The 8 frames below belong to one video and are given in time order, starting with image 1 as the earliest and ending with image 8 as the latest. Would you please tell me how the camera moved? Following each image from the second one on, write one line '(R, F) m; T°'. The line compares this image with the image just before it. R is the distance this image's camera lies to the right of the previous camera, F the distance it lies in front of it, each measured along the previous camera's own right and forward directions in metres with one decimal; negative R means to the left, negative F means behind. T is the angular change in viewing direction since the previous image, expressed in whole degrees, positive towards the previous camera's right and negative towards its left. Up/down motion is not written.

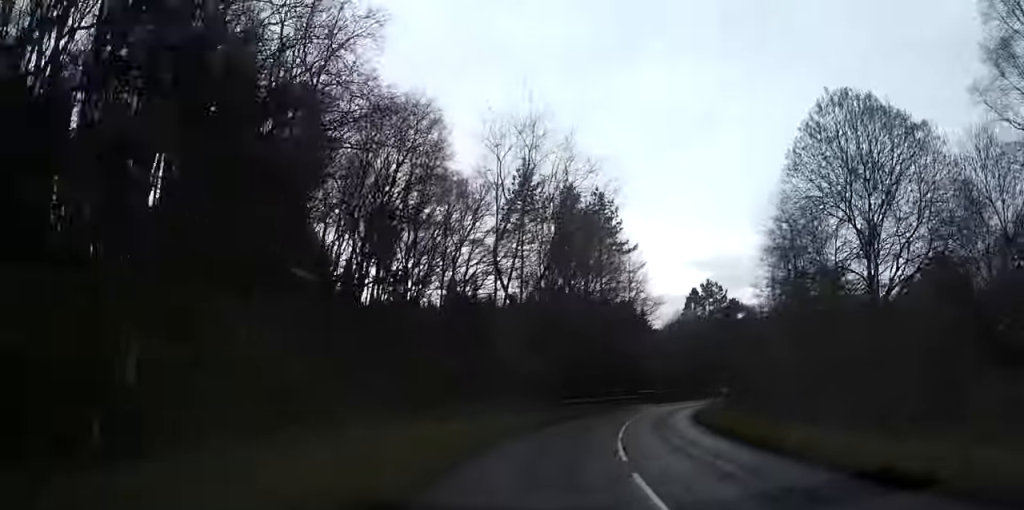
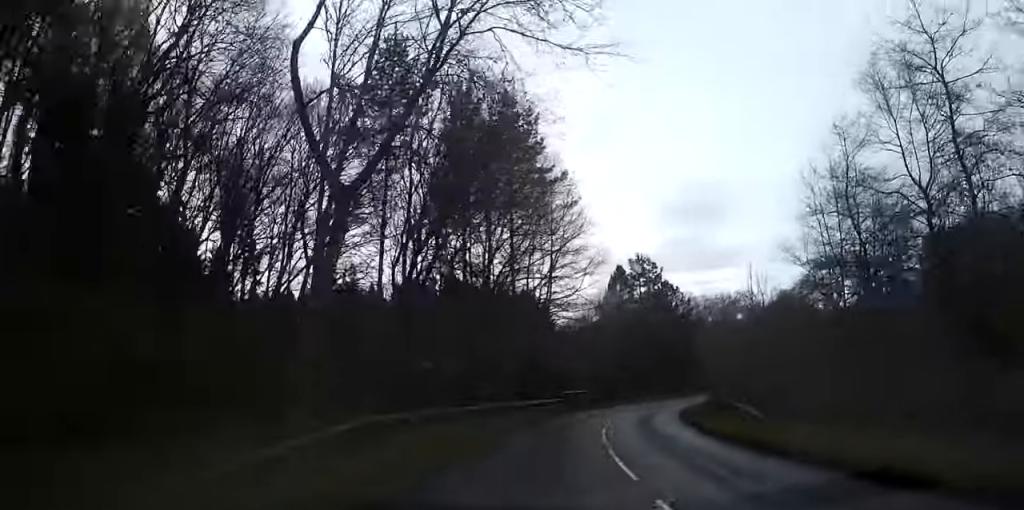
(+1.5, +20.4) m; +11°
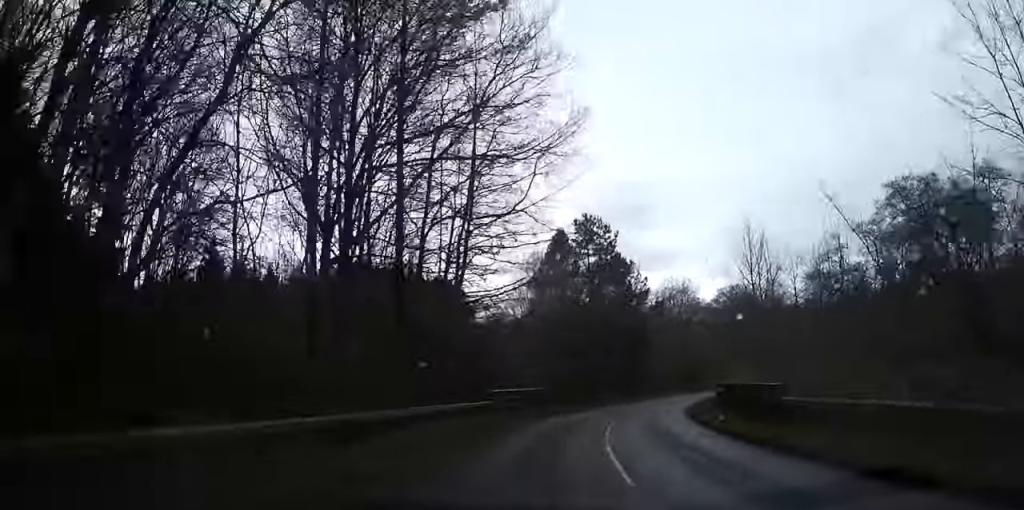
(+2.1, +18.3) m; +8°
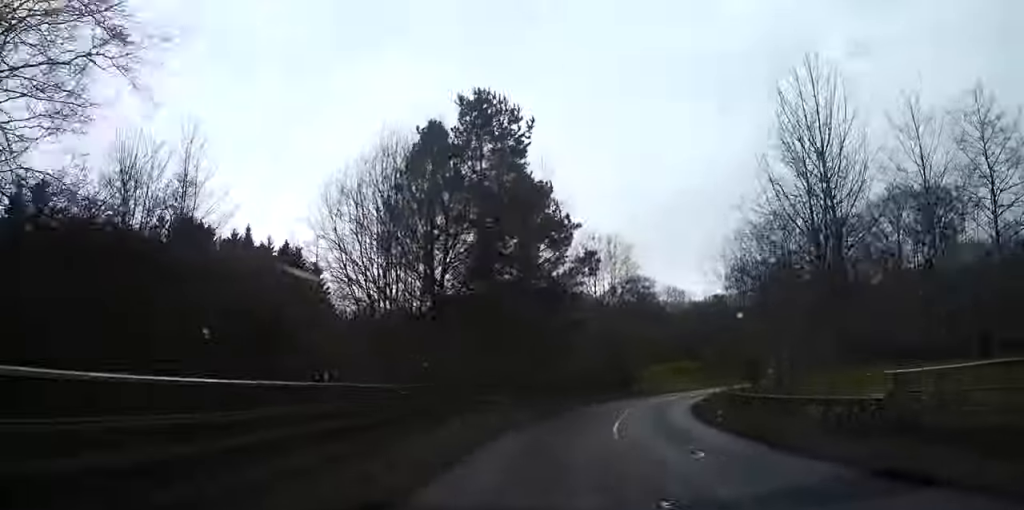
(+1.2, +26.3) m; +3°
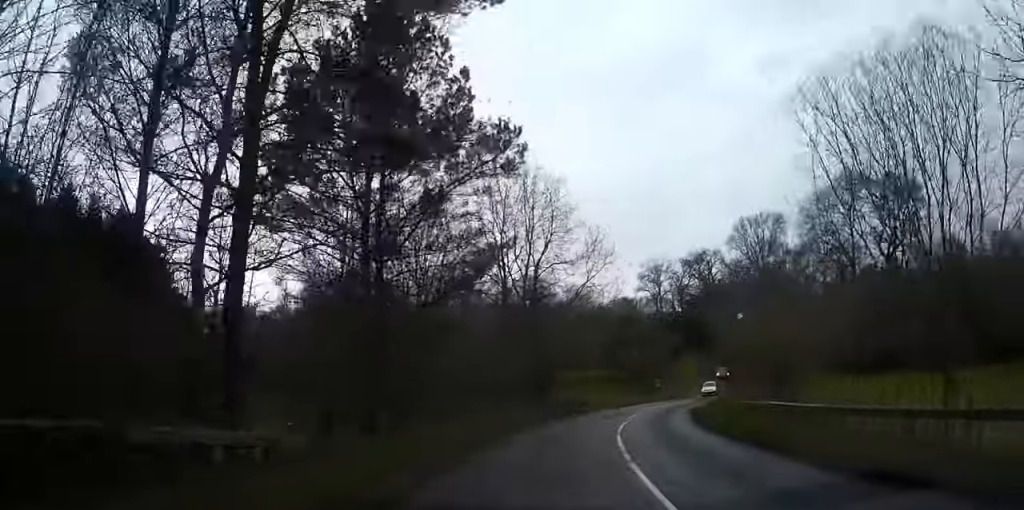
(0.0, +22.2) m; +7°
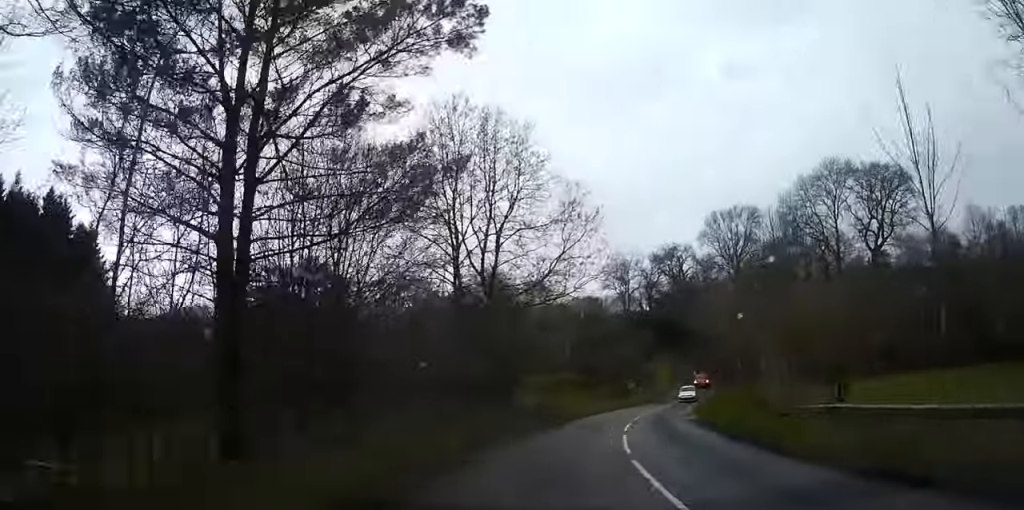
(+0.8, +8.5) m; +5°
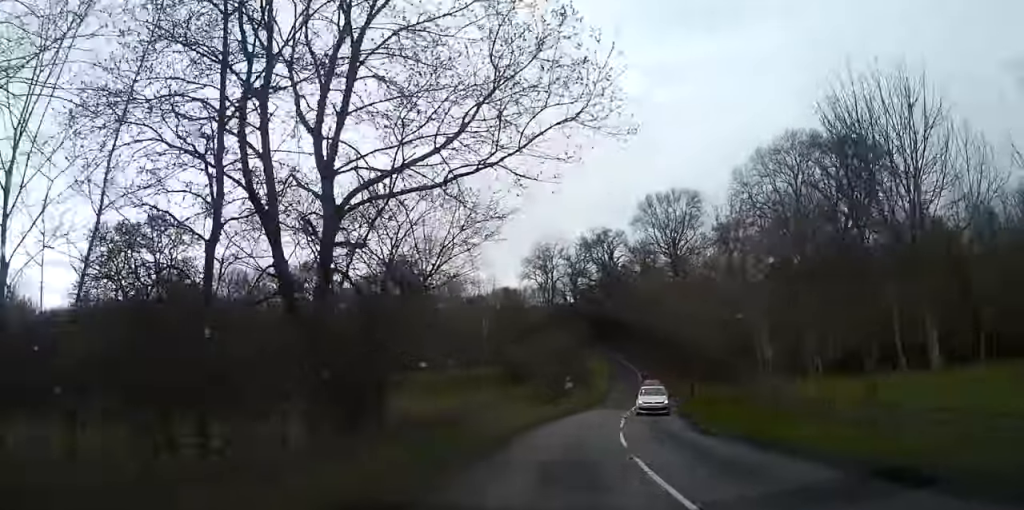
(+1.3, +16.5) m; +9°
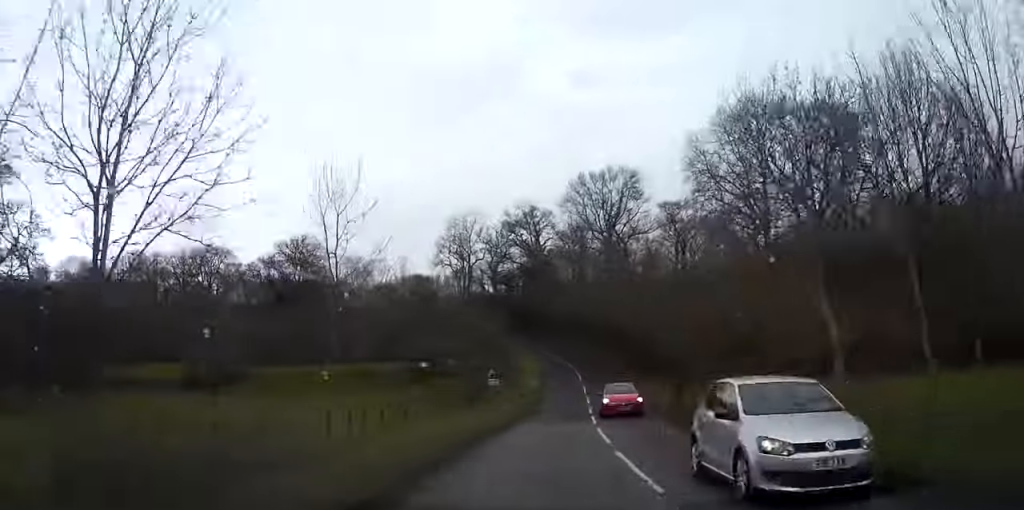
(+1.2, +16.4) m; +6°
